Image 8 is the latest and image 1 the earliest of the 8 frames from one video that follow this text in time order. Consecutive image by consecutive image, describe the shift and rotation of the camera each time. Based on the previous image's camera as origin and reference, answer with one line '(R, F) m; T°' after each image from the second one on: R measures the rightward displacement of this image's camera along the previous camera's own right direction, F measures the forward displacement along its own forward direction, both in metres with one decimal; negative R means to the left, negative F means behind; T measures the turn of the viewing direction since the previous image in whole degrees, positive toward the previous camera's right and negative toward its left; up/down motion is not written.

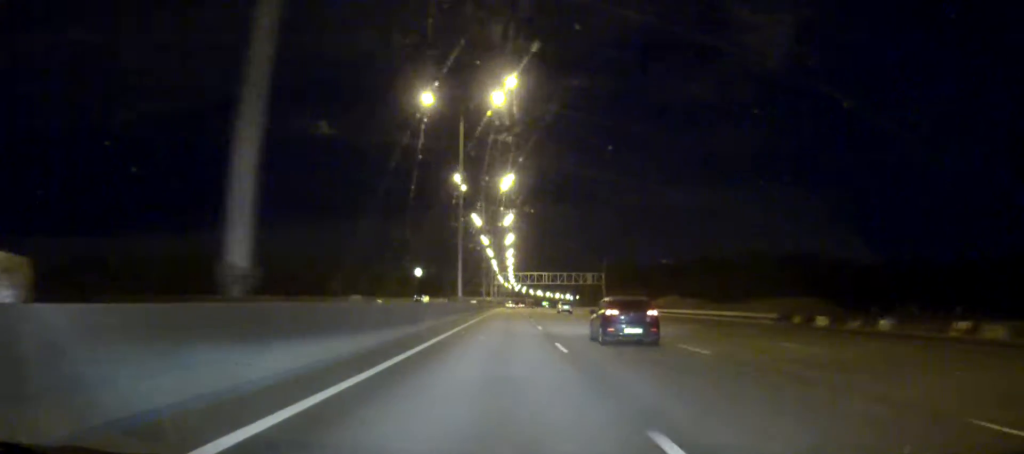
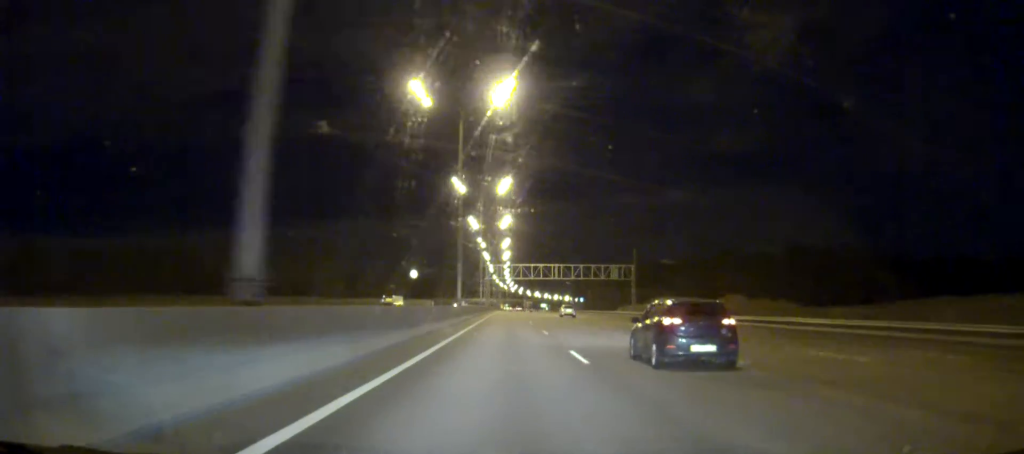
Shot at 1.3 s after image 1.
(+0.3, +50.3) m; +1°
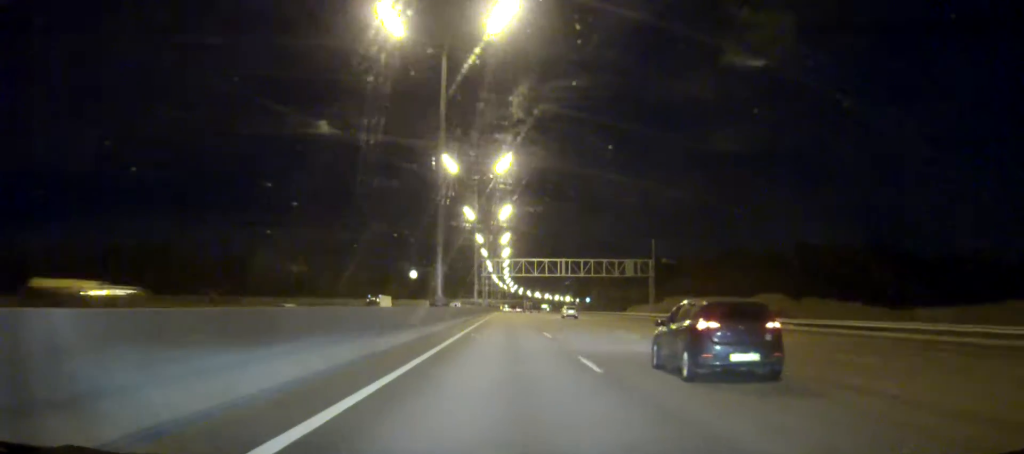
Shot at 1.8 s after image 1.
(0.0, +18.0) m; 0°
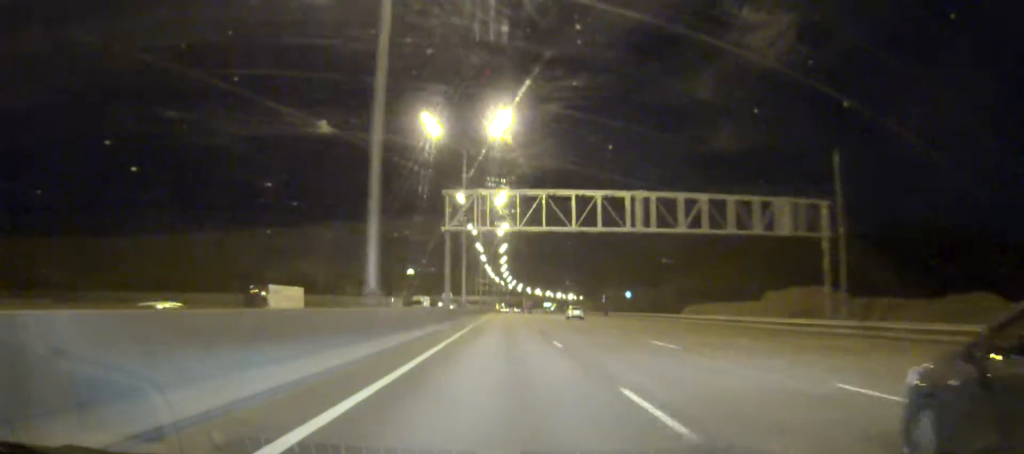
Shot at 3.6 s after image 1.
(+0.1, +70.8) m; 0°
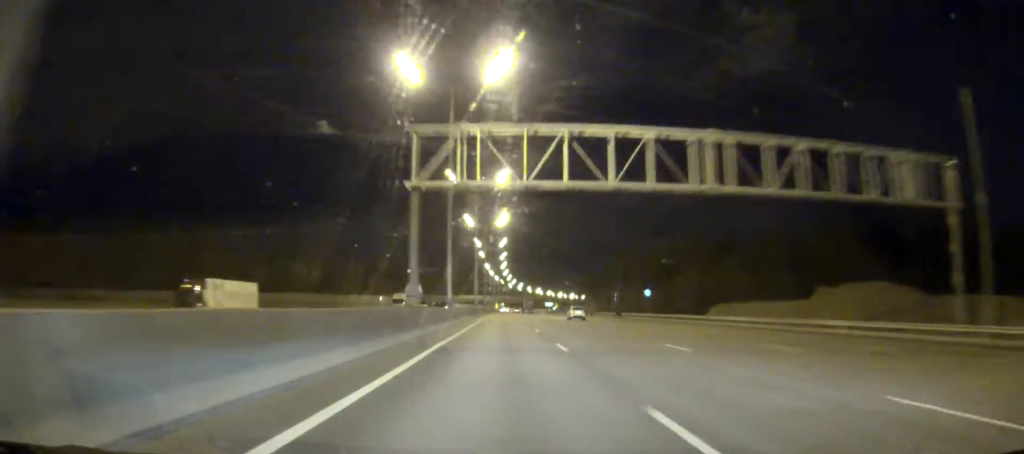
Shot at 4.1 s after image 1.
(0.0, +18.1) m; 0°
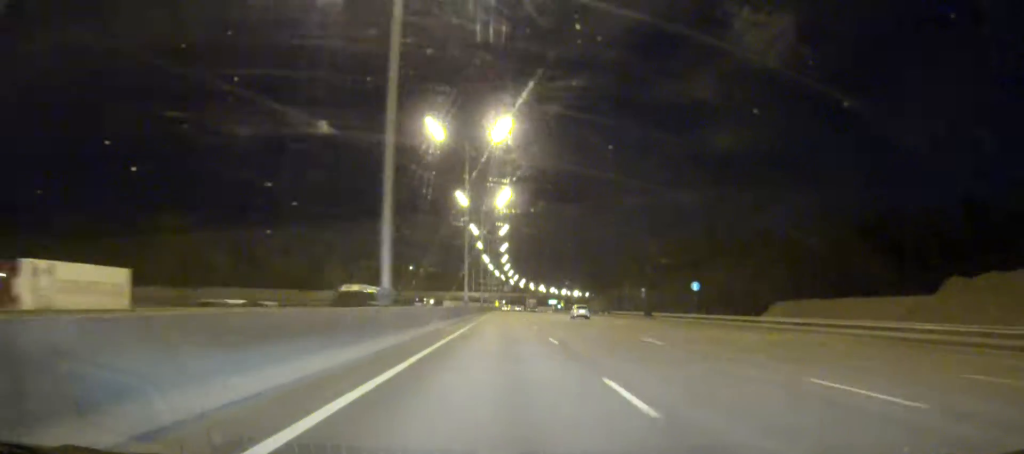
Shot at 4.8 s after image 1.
(0.0, +28.7) m; 0°
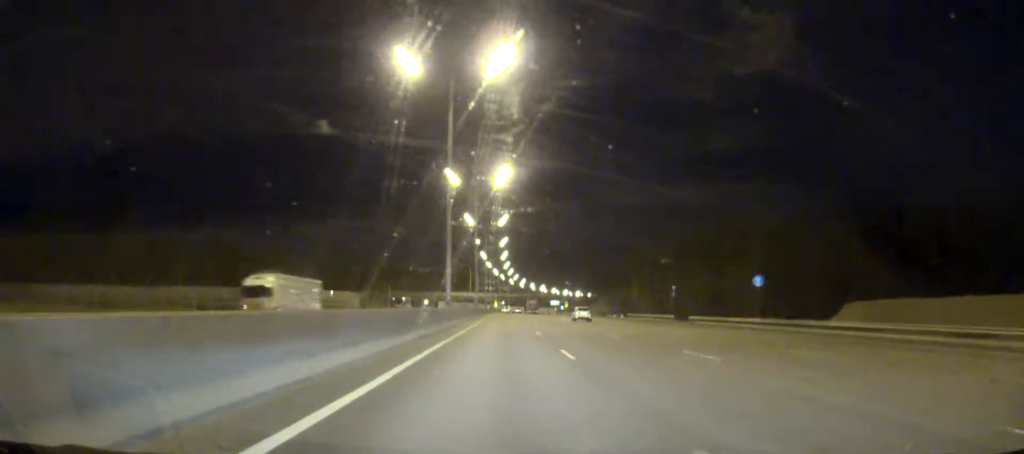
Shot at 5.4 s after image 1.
(0.0, +22.3) m; 0°
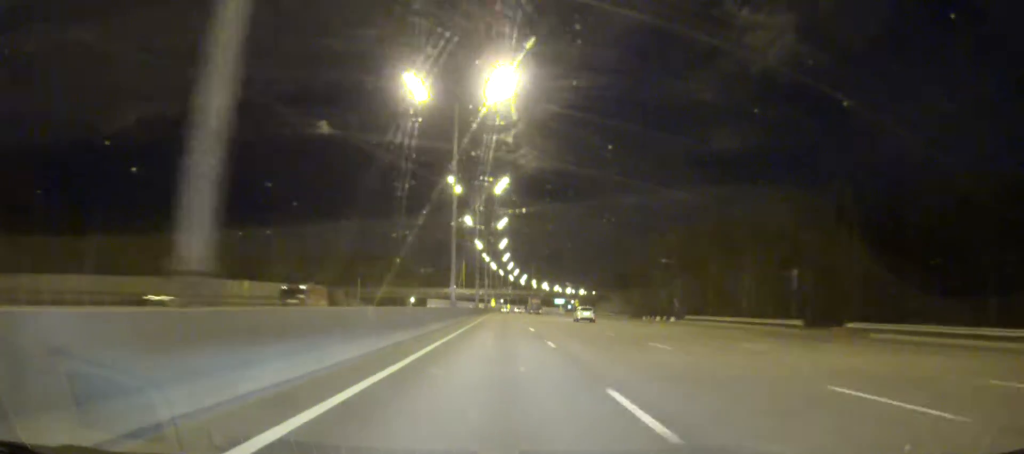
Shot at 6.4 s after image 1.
(0.0, +42.7) m; 0°
